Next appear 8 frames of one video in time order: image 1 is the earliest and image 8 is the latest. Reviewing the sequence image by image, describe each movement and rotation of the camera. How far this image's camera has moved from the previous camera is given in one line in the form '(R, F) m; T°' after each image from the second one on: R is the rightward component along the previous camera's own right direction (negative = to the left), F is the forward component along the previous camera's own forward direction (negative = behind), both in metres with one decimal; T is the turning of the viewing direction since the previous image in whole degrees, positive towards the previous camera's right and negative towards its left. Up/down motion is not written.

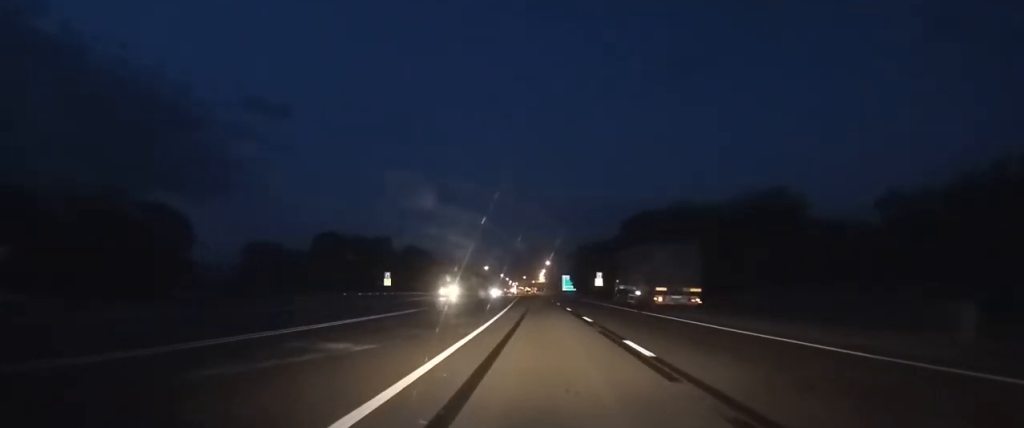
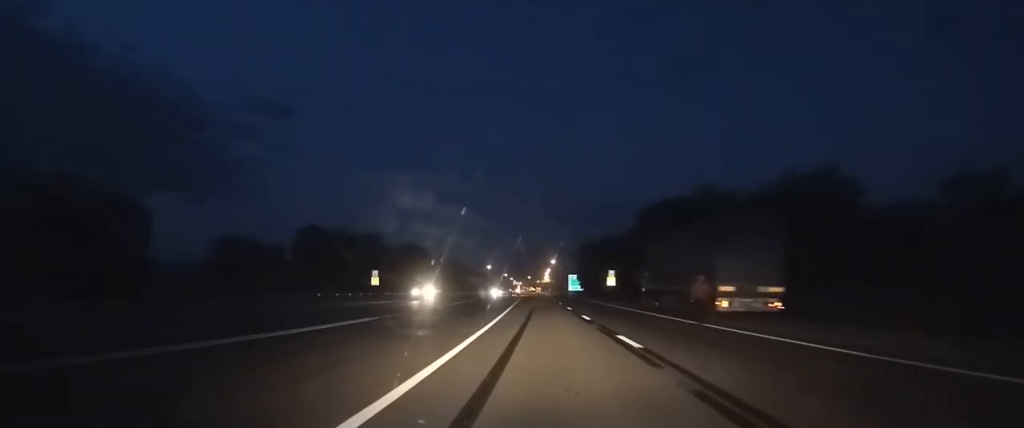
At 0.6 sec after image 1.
(0.0, +10.8) m; 0°
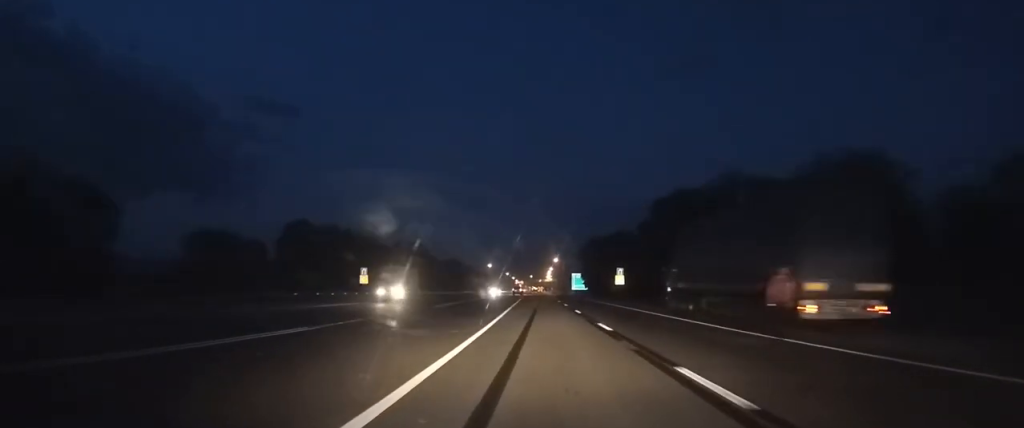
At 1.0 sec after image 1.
(0.0, +7.1) m; 0°
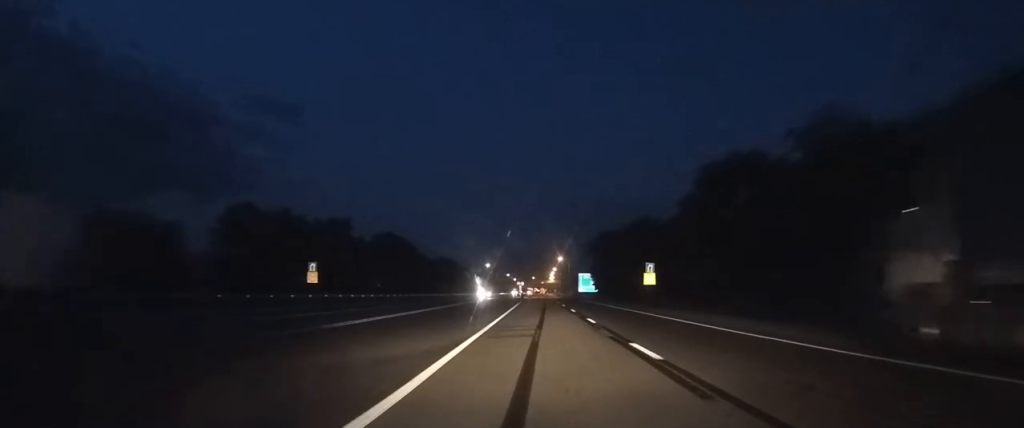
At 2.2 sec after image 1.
(-0.2, +20.4) m; -1°
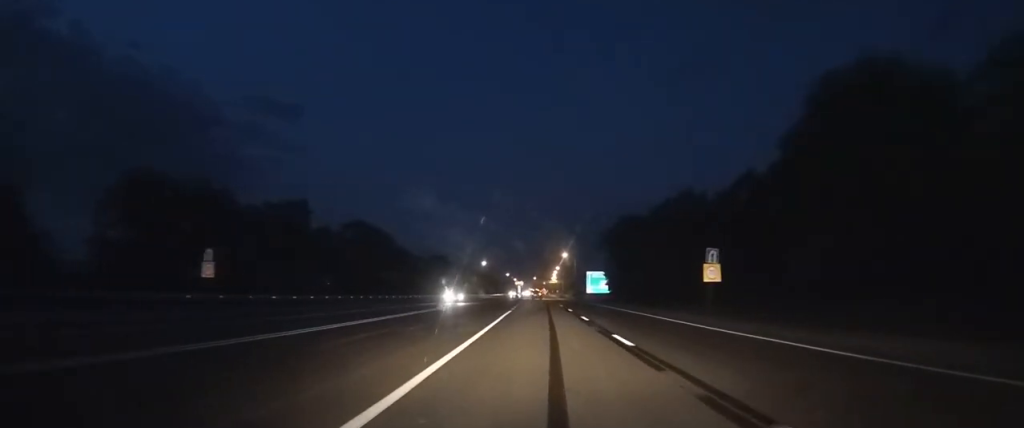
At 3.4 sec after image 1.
(-0.2, +21.0) m; -1°
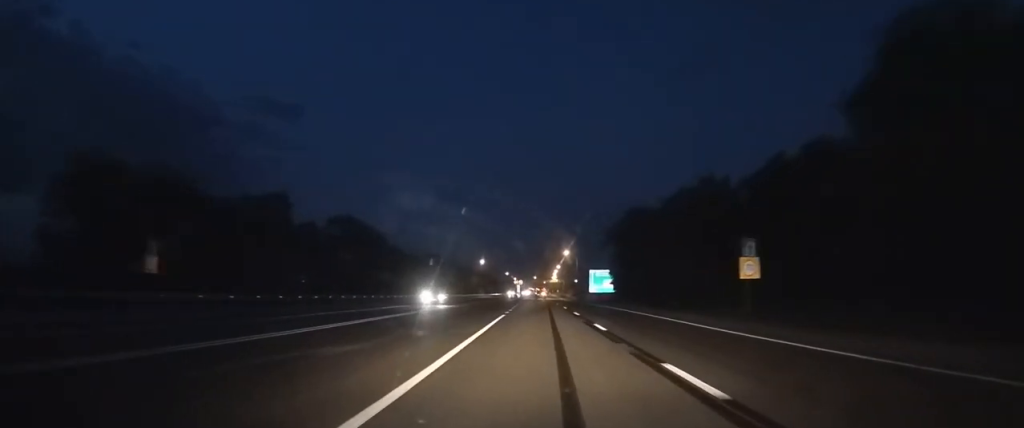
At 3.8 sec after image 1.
(0.0, +6.7) m; 0°
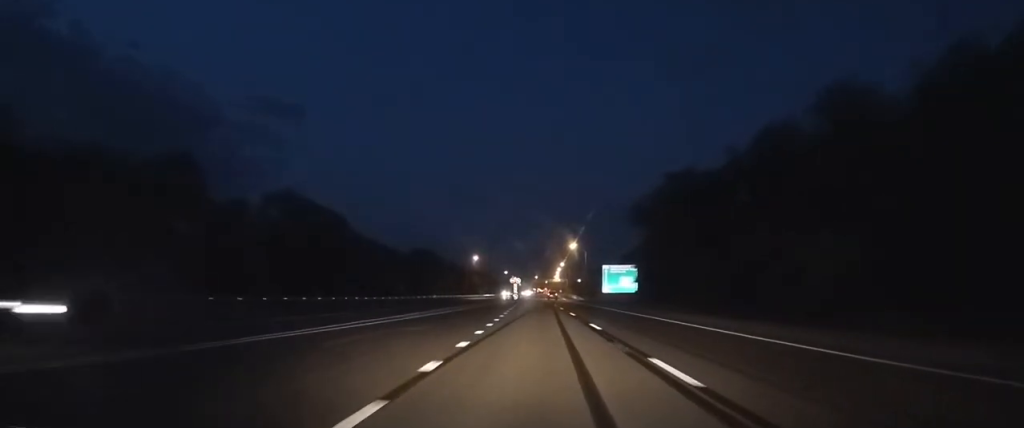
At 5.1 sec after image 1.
(-0.2, +21.4) m; -5°
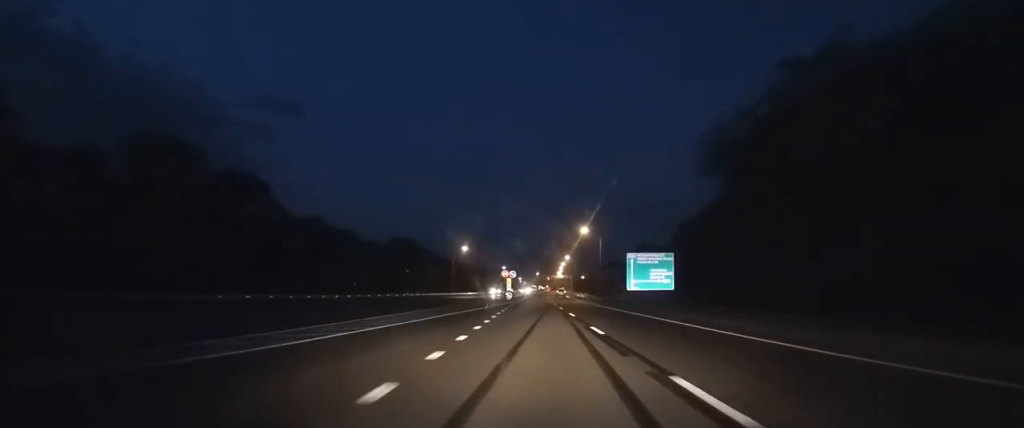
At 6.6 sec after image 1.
(-0.7, +23.8) m; +2°
